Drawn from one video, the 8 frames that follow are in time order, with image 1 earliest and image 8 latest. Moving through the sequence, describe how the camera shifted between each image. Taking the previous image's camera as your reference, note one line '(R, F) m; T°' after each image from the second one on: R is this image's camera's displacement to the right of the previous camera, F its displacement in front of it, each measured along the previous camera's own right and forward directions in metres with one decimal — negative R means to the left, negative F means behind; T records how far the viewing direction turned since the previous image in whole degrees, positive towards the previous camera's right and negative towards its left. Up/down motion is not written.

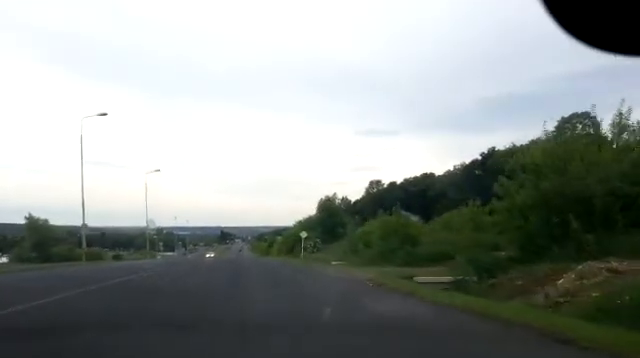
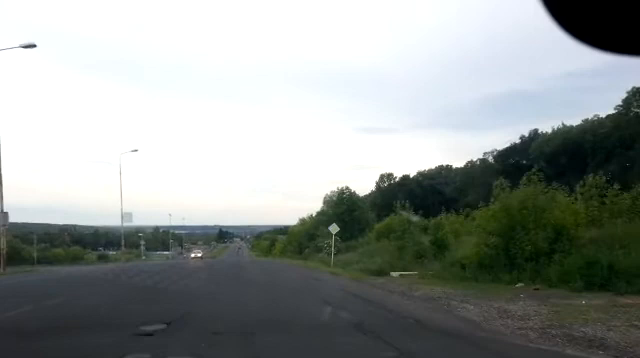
(+0.3, +13.3) m; +3°
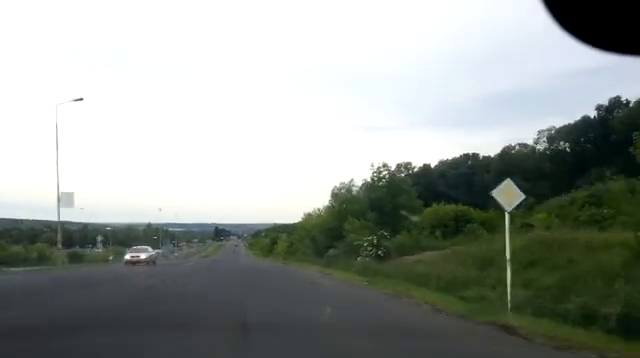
(+0.3, +18.8) m; 0°
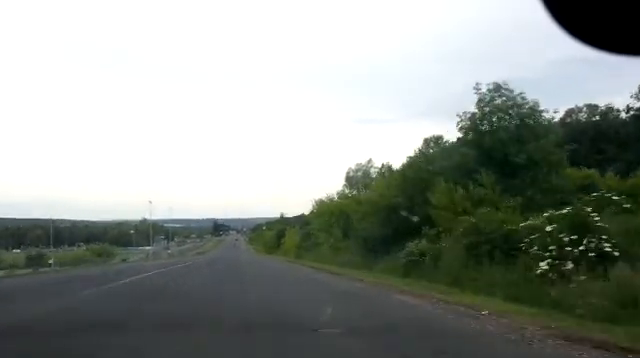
(+0.4, +20.8) m; +2°
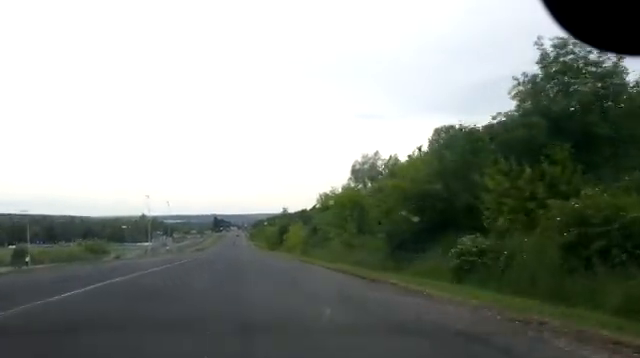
(-0.1, +6.0) m; -1°
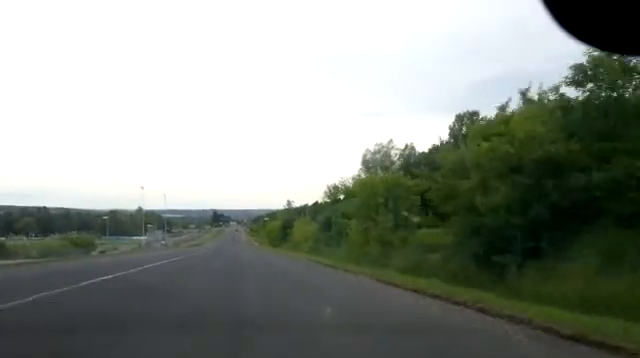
(-0.1, +10.2) m; -2°
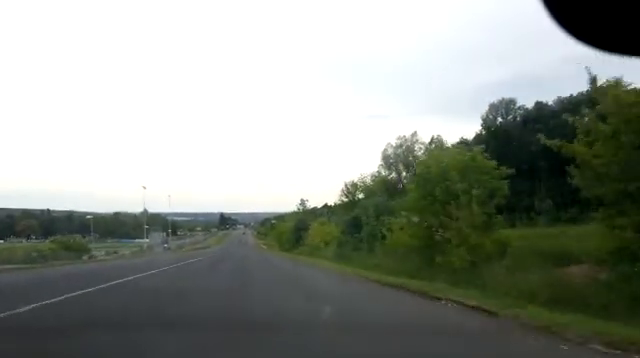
(-0.2, +10.3) m; -1°
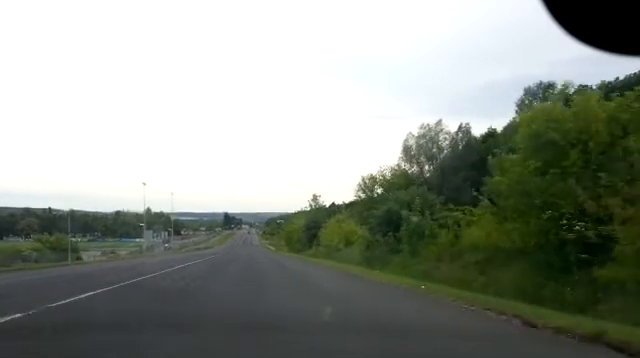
(0.0, +9.1) m; 0°
